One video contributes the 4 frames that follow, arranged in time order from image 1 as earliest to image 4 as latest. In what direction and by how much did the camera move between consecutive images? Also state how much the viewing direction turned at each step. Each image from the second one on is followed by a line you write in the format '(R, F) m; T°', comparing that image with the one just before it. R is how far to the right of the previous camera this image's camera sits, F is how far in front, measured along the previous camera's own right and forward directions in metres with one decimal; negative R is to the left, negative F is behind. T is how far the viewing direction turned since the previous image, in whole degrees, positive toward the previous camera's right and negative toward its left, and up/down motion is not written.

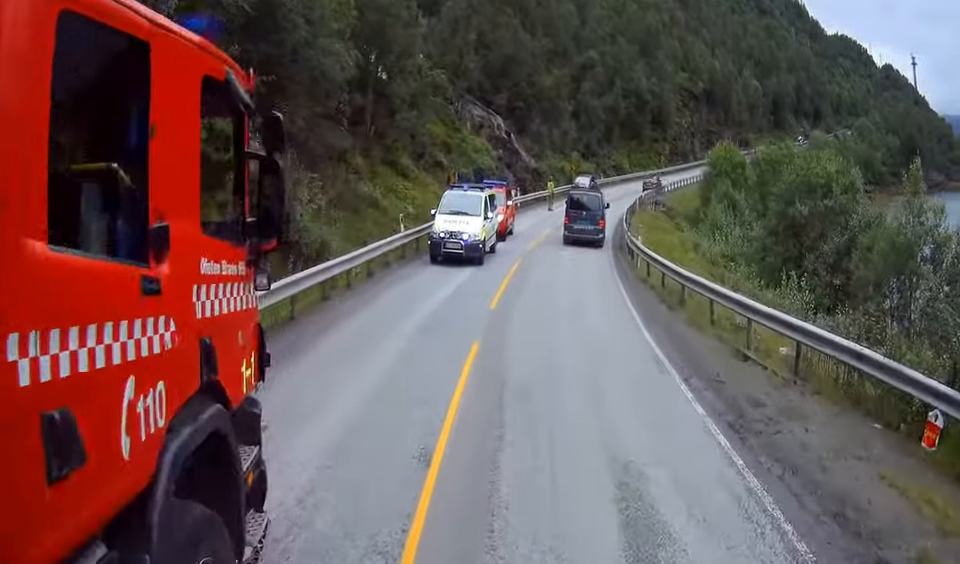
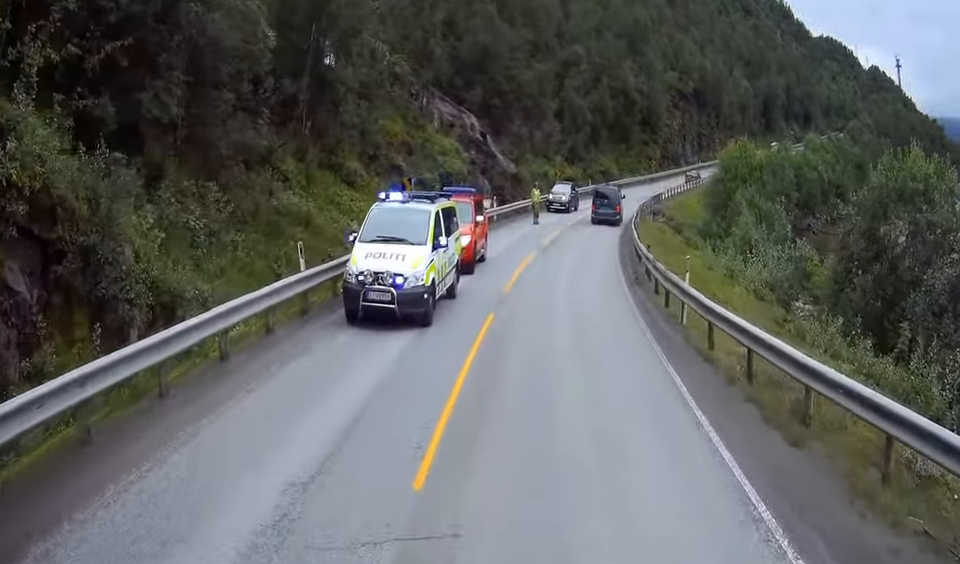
(-0.2, +8.5) m; 0°
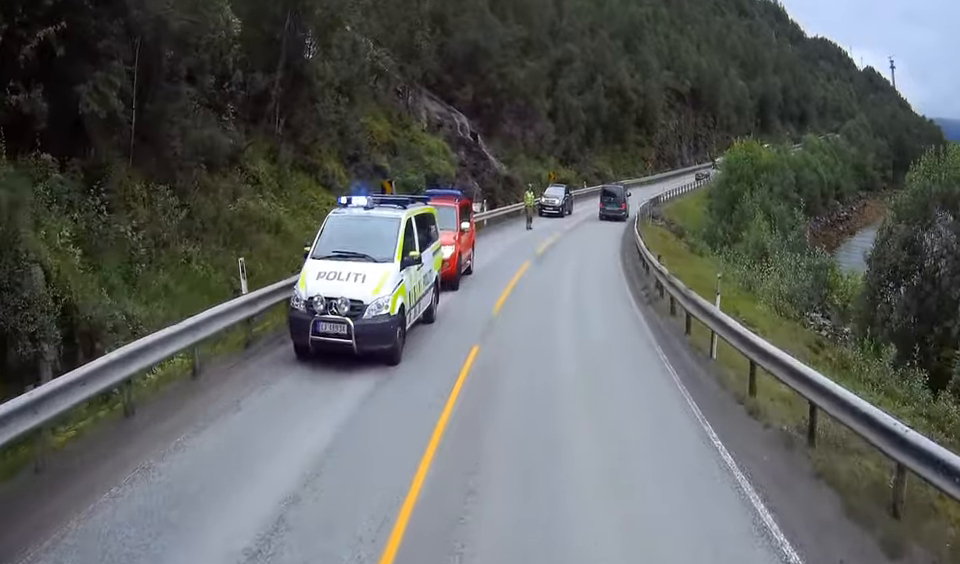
(+0.1, +2.8) m; +2°
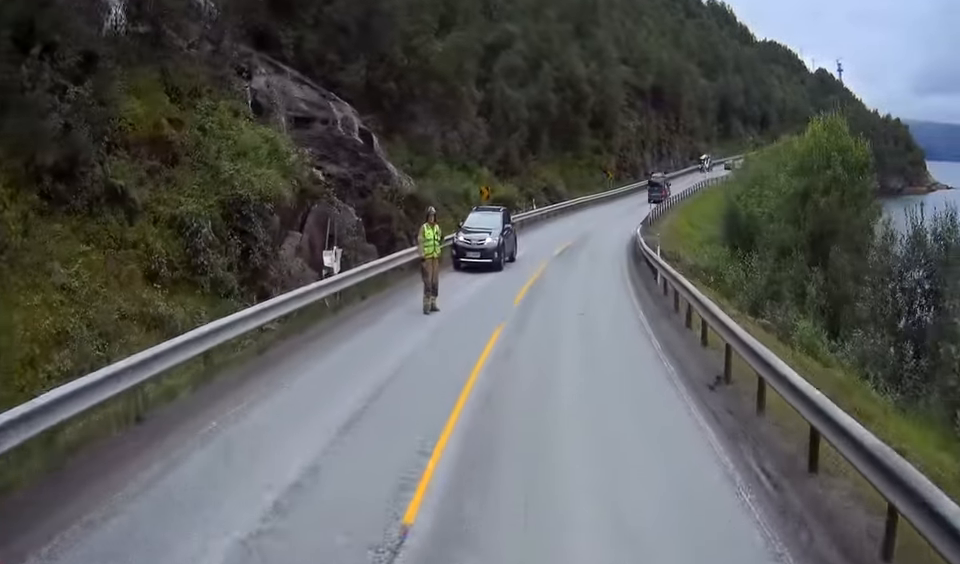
(+0.7, +20.1) m; +2°
